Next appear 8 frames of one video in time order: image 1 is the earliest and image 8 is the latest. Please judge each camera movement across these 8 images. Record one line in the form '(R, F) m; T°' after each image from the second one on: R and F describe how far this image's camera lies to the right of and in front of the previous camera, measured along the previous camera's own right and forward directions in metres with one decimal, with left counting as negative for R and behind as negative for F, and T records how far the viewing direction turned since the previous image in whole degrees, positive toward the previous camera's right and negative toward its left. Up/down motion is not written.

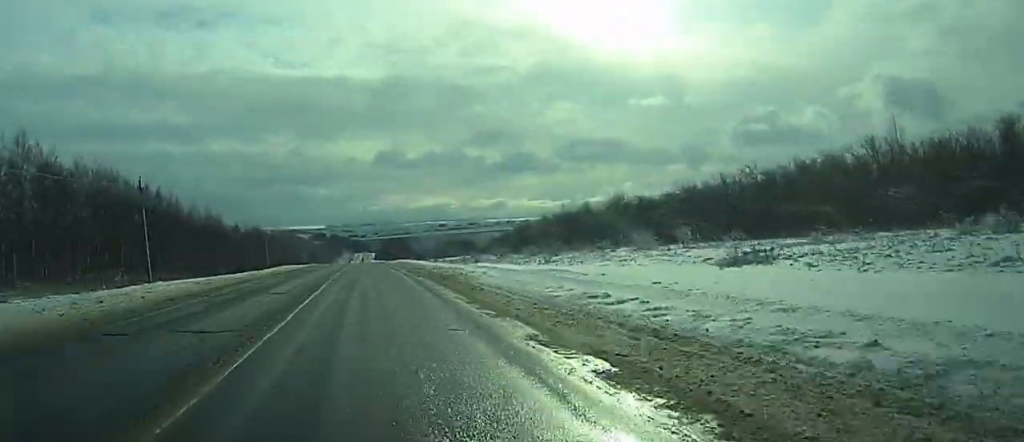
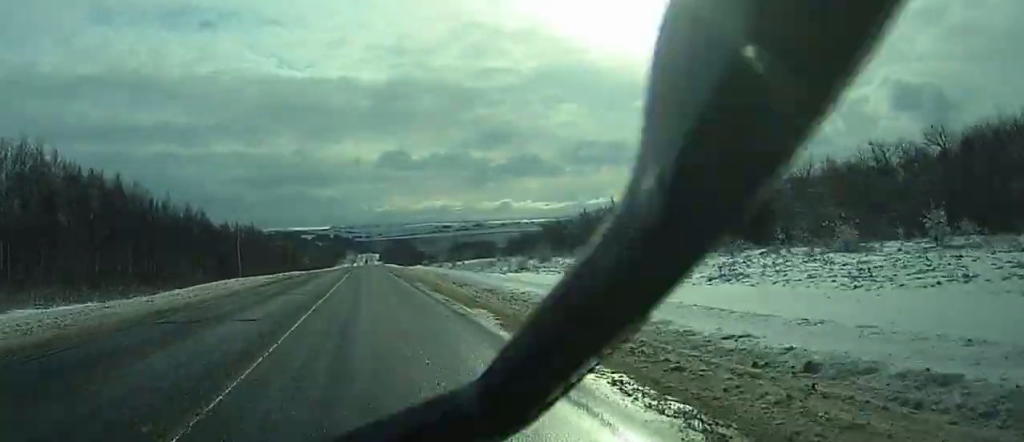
(0.0, +41.2) m; 0°
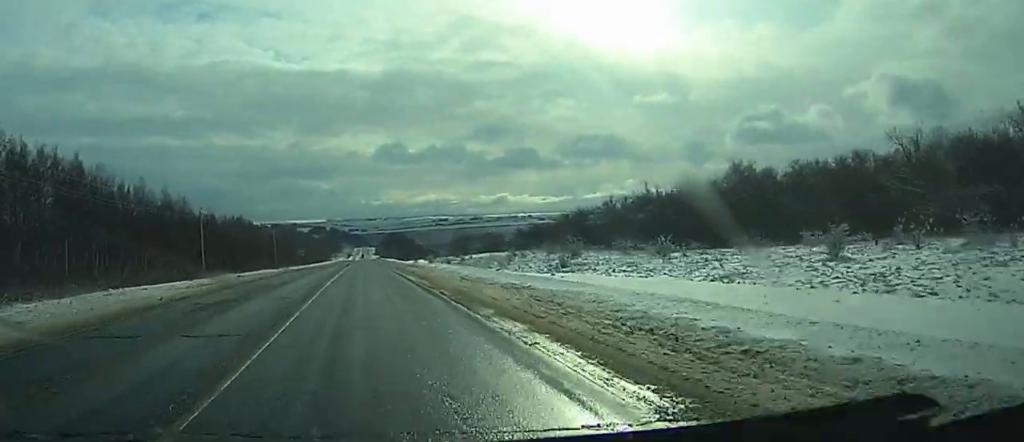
(-0.1, +25.0) m; 0°
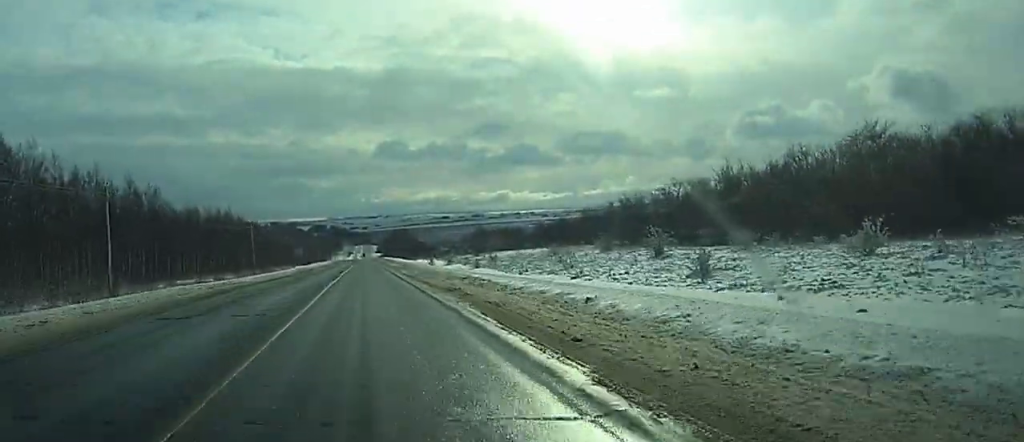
(+0.3, +36.6) m; 0°
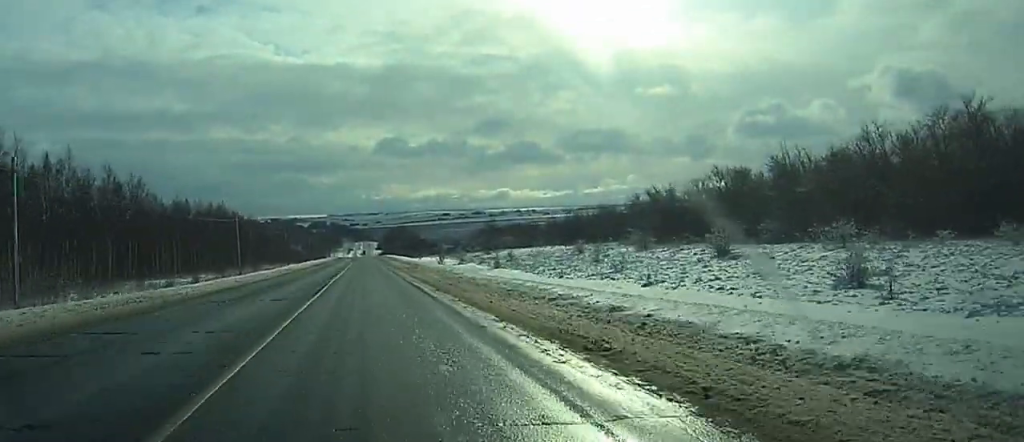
(+0.1, +17.0) m; 0°
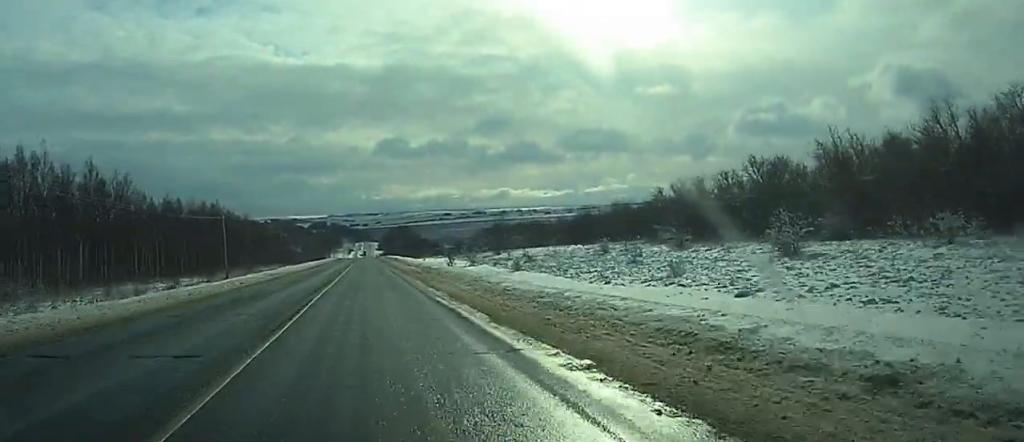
(-0.2, +12.5) m; 0°
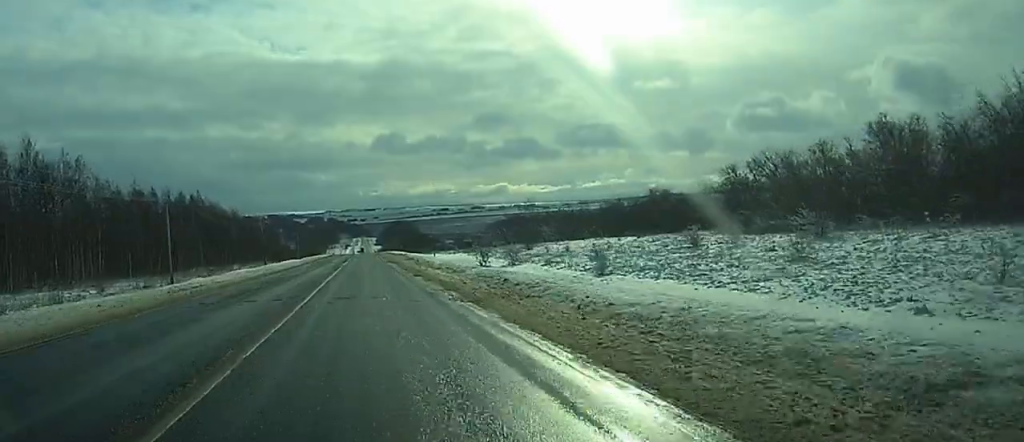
(0.0, +31.5) m; 0°
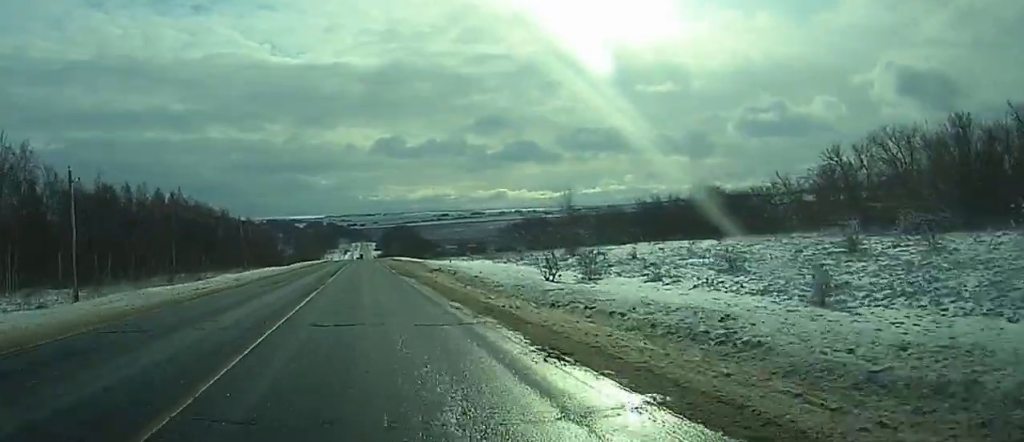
(0.0, +27.3) m; 0°
